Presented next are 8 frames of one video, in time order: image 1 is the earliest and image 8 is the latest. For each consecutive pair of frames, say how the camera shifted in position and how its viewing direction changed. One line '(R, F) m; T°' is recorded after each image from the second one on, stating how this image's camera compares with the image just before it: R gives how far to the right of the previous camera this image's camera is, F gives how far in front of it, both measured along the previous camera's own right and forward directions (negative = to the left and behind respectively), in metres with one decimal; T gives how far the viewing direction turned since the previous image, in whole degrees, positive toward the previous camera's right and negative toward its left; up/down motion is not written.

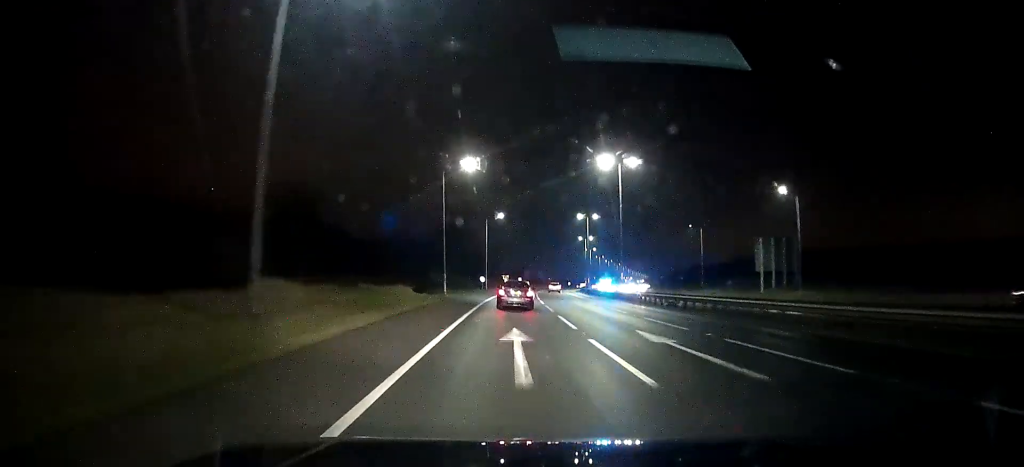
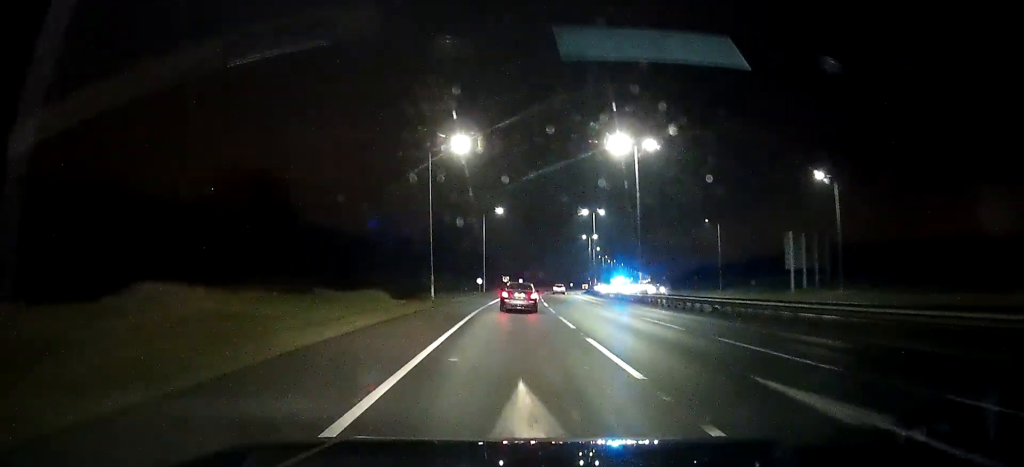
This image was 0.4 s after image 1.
(0.0, +9.3) m; -1°
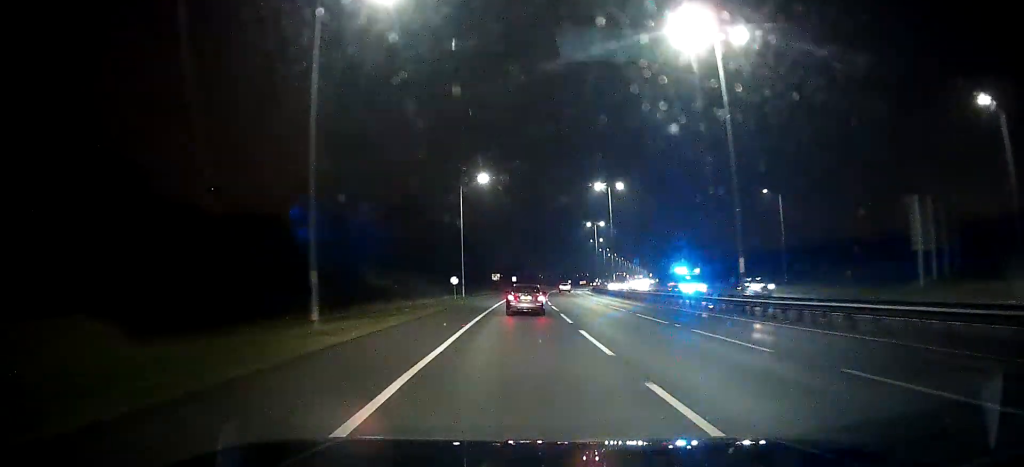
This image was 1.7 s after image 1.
(-0.2, +26.7) m; 0°
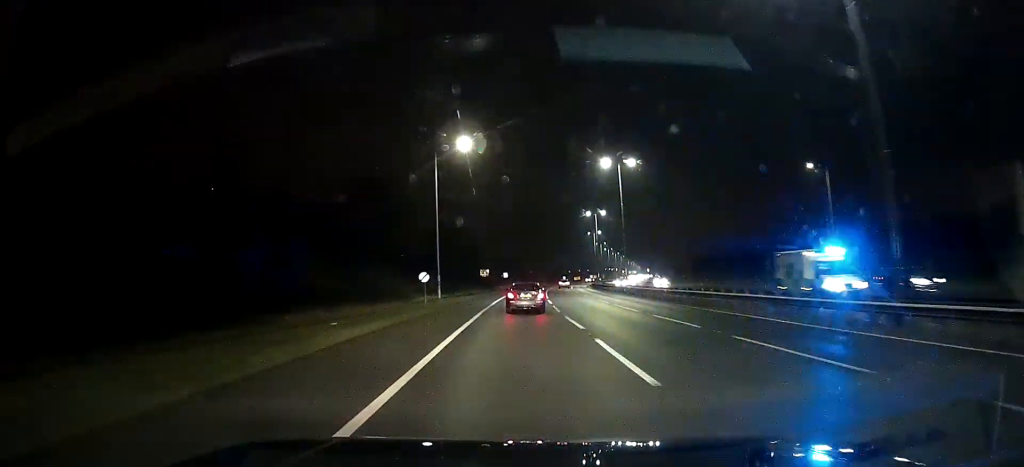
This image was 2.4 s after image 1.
(0.0, +13.8) m; +1°
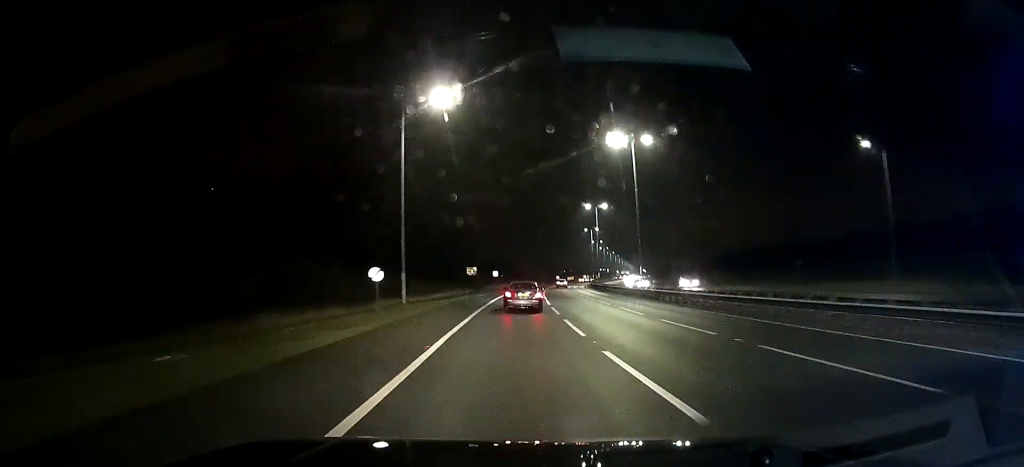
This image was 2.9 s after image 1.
(+0.2, +11.7) m; +1°
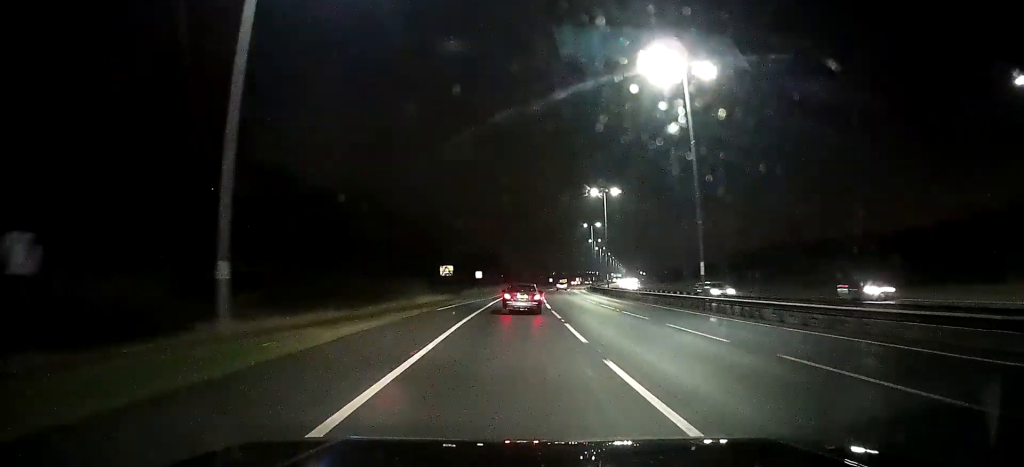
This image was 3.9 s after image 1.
(+0.3, +20.7) m; +2°
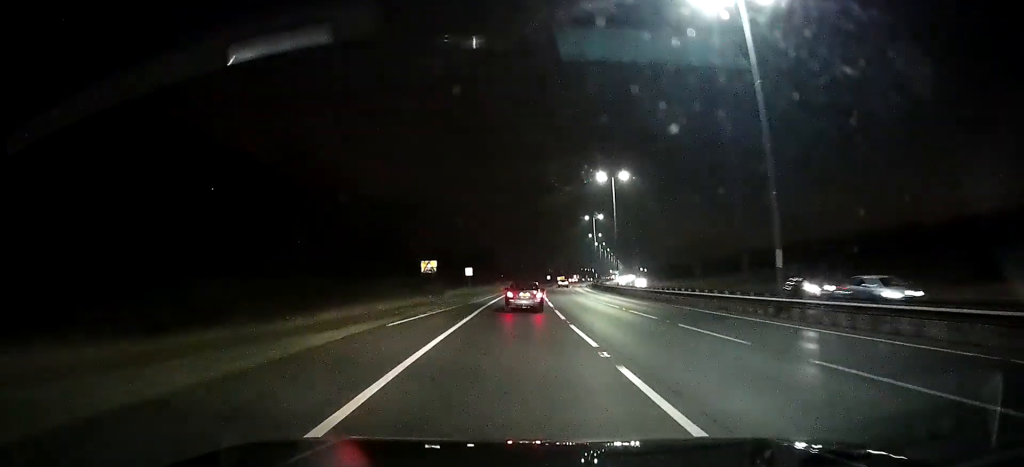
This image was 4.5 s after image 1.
(-0.1, +11.0) m; +1°
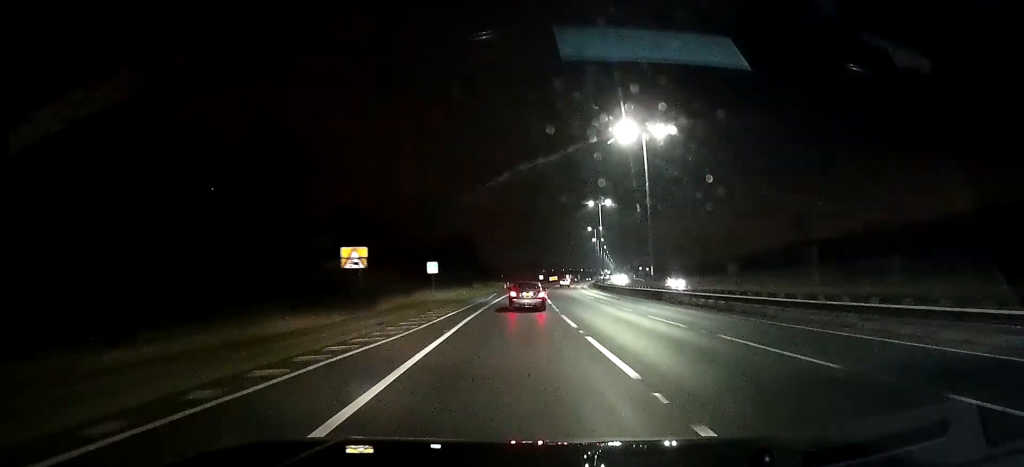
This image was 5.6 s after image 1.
(+0.5, +23.4) m; +2°
